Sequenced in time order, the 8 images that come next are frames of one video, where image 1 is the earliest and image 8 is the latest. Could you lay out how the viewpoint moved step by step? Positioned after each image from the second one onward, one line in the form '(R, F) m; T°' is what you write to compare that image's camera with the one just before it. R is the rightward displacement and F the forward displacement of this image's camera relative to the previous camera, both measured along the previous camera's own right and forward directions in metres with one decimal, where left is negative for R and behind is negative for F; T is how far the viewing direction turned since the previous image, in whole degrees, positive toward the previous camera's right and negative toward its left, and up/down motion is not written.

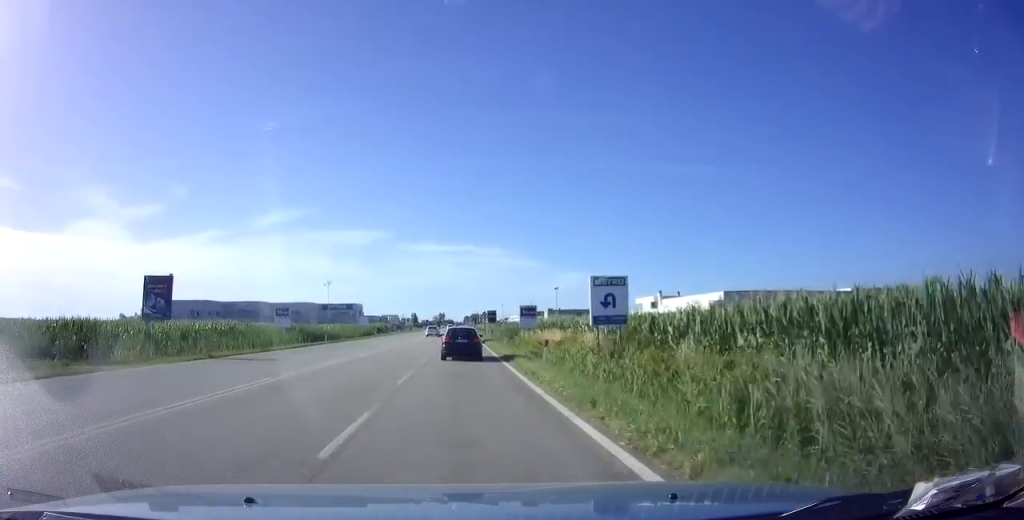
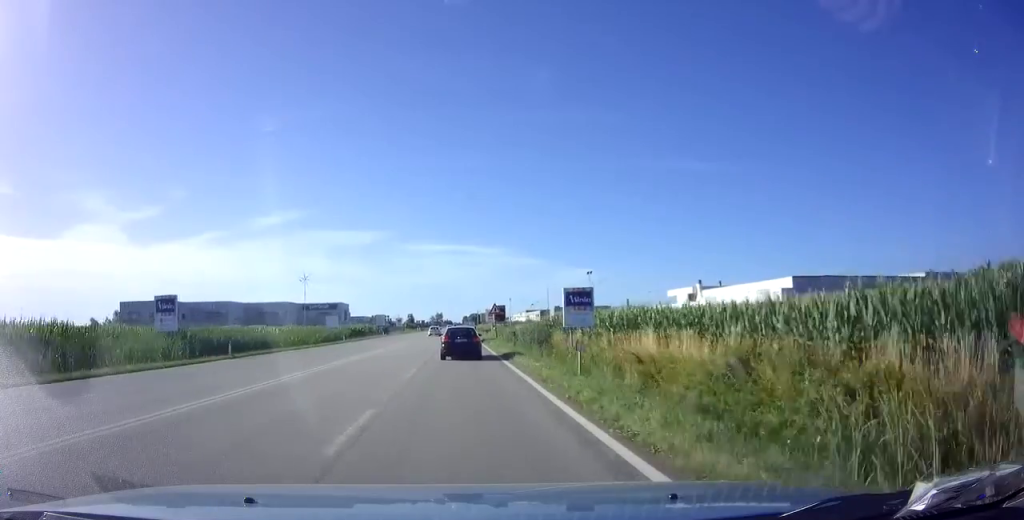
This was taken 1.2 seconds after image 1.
(0.0, +22.2) m; 0°
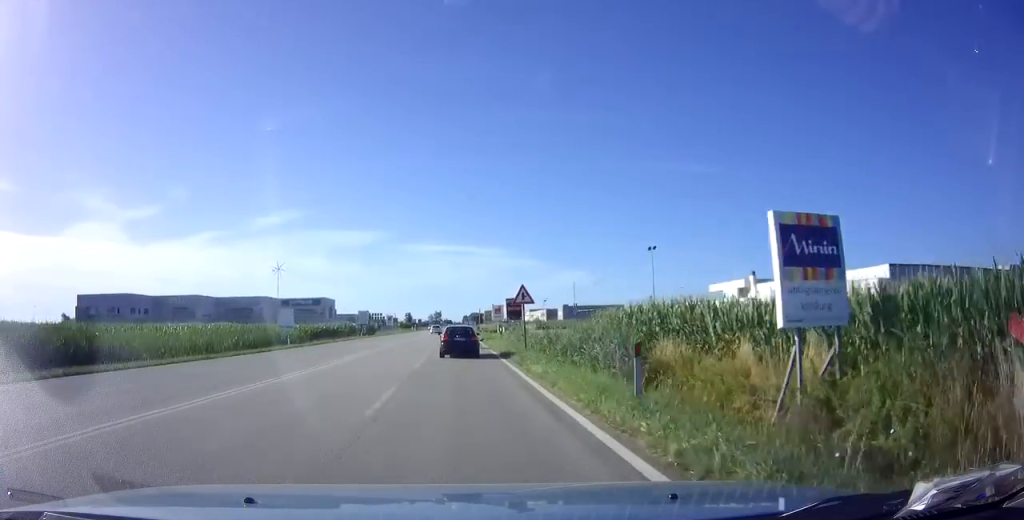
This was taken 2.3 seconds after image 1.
(0.0, +19.5) m; 0°
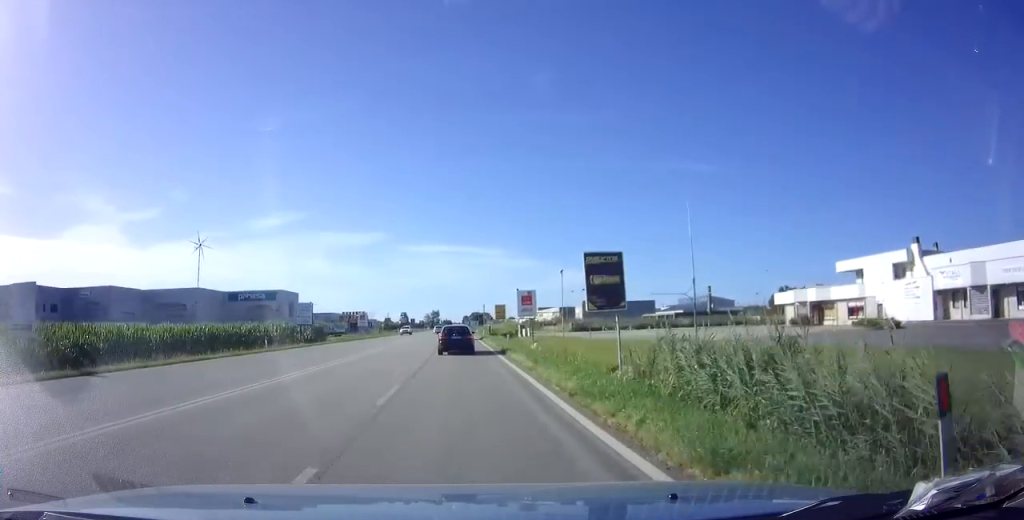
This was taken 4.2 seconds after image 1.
(0.0, +34.7) m; 0°
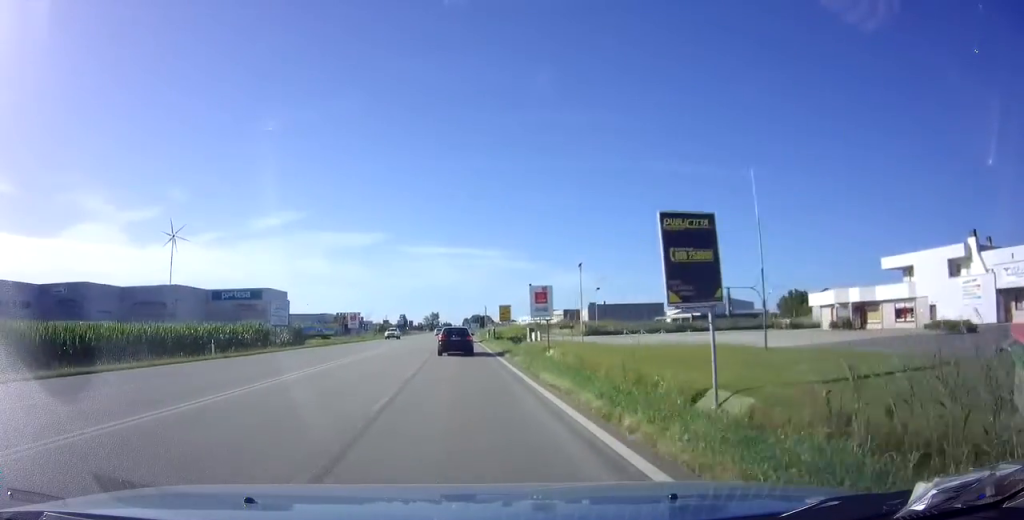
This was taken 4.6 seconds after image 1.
(0.0, +8.6) m; 0°
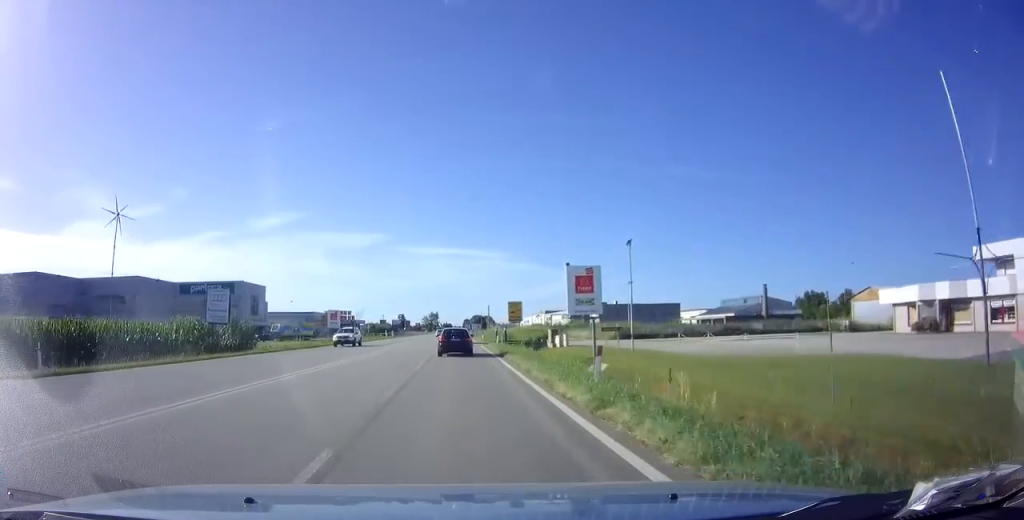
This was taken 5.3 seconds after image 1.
(+0.1, +13.1) m; 0°
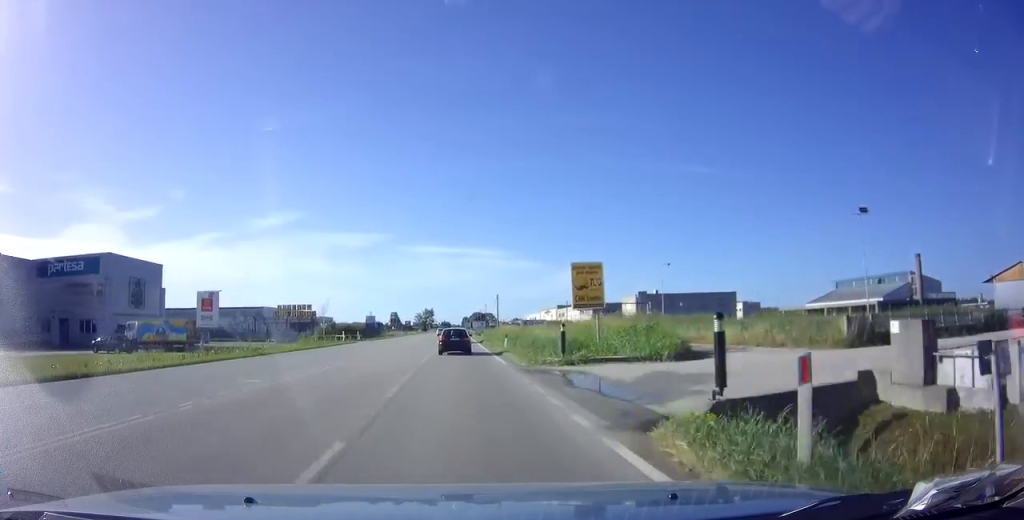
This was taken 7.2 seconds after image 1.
(-0.1, +35.8) m; 0°
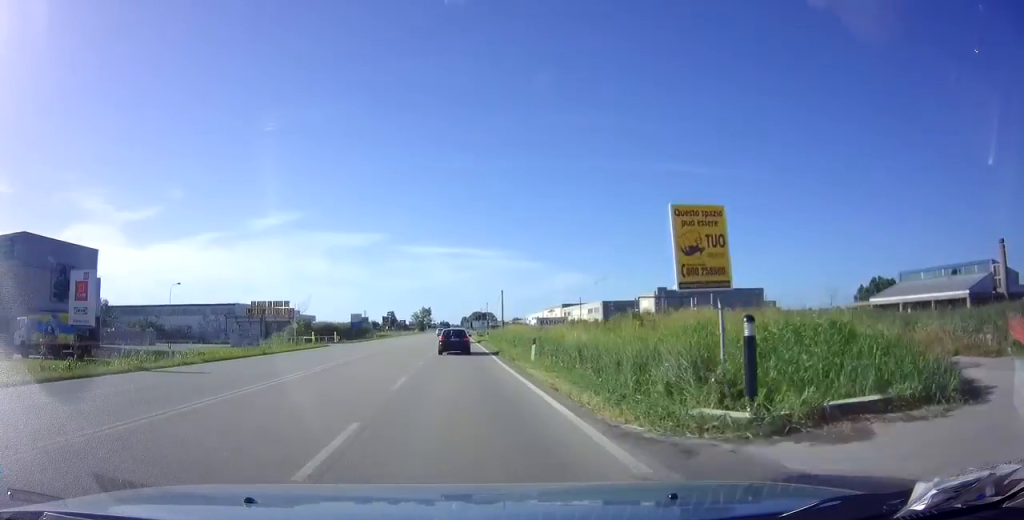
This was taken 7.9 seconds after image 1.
(0.0, +13.7) m; 0°
